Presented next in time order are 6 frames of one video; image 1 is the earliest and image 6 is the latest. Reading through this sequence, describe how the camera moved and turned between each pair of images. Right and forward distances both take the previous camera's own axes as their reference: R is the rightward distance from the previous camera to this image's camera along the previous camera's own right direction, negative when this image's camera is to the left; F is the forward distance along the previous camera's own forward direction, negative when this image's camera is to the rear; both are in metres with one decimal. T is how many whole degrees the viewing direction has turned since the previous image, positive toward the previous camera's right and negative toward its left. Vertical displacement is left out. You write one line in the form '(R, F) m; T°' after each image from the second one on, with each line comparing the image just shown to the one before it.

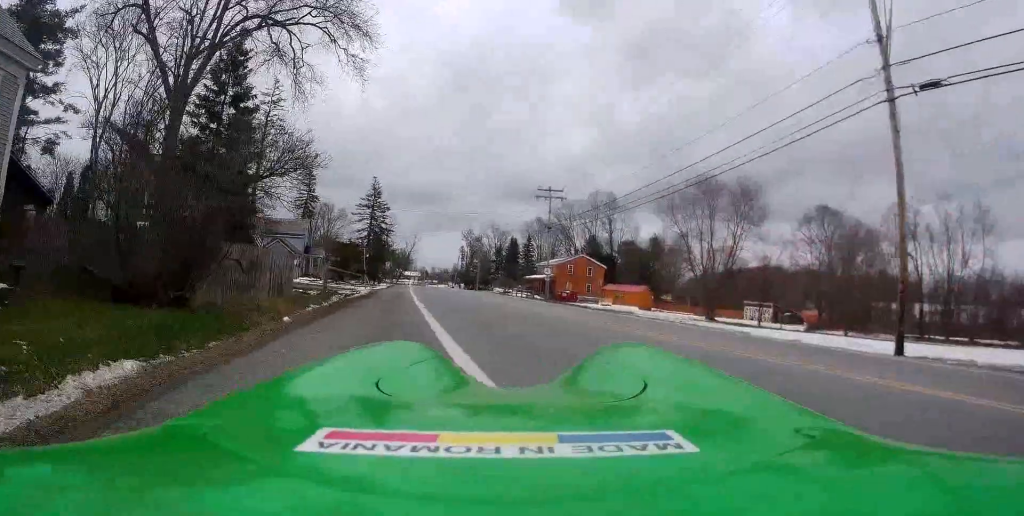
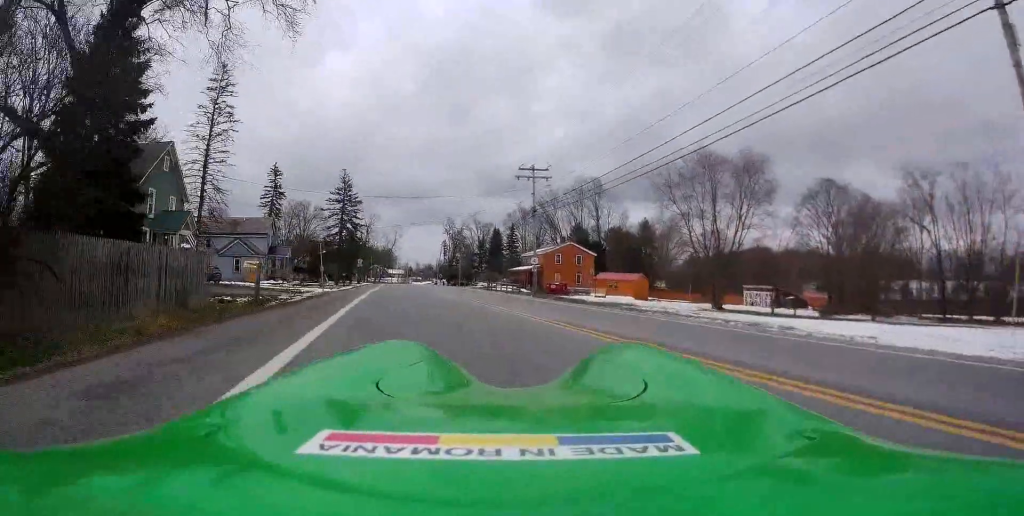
(-0.3, +6.8) m; -7°
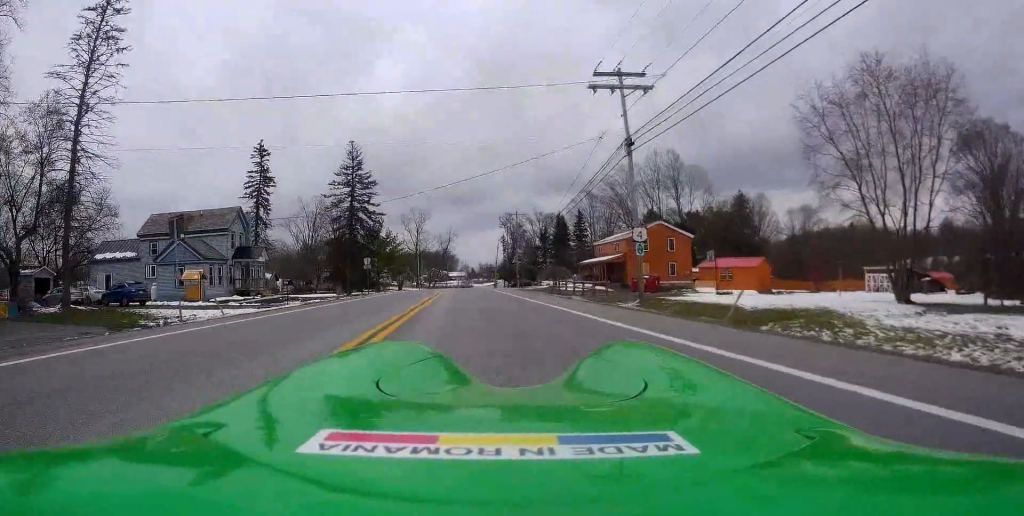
(-3.1, +22.7) m; -11°
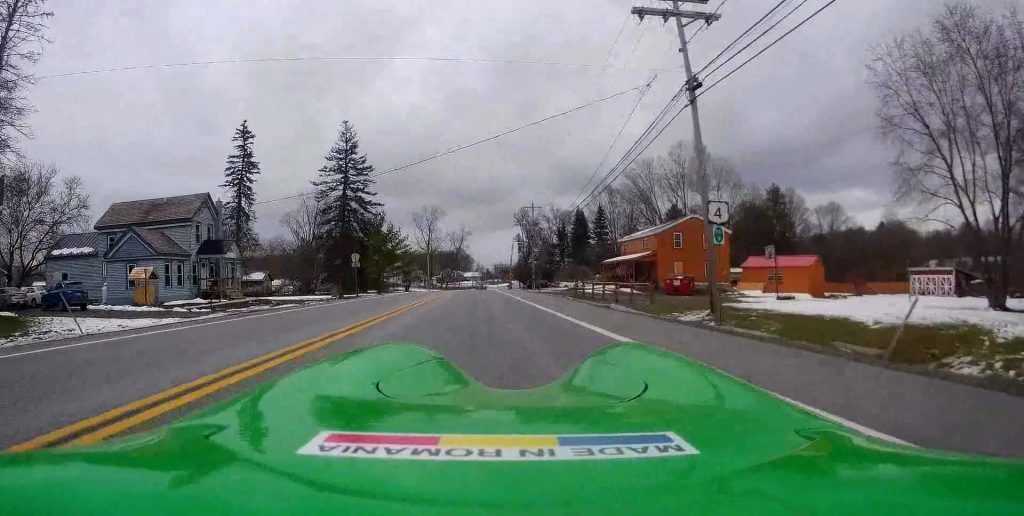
(-0.2, +7.9) m; -3°
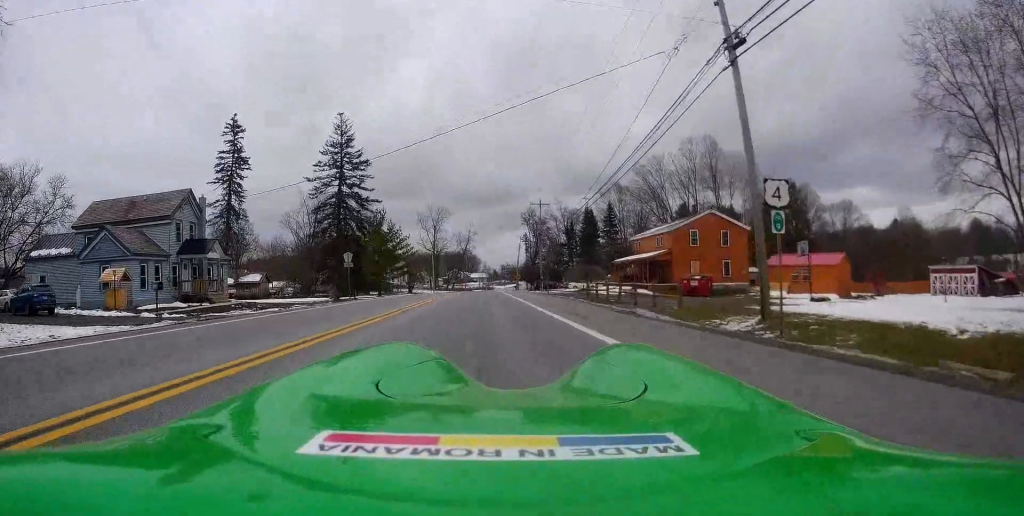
(-0.3, +3.7) m; -1°
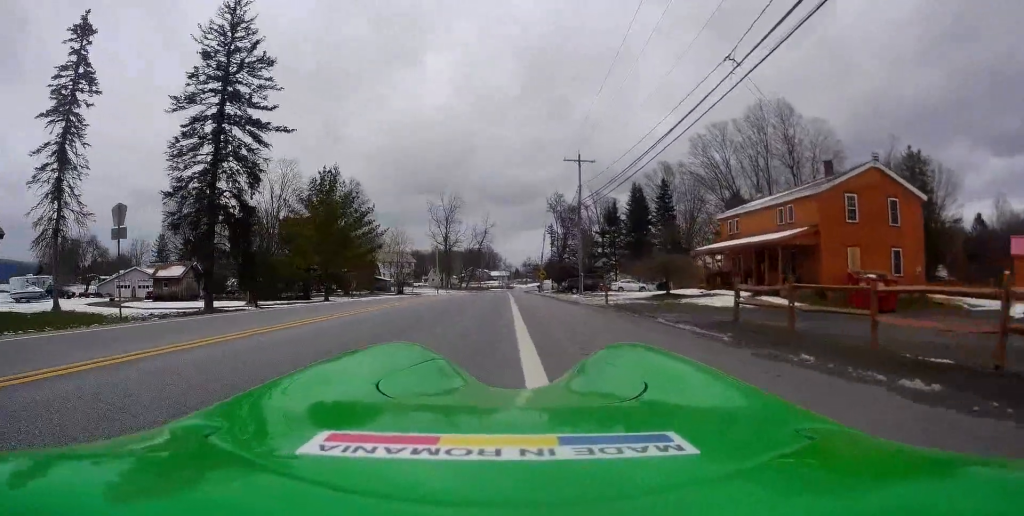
(0.0, +25.6) m; +3°
